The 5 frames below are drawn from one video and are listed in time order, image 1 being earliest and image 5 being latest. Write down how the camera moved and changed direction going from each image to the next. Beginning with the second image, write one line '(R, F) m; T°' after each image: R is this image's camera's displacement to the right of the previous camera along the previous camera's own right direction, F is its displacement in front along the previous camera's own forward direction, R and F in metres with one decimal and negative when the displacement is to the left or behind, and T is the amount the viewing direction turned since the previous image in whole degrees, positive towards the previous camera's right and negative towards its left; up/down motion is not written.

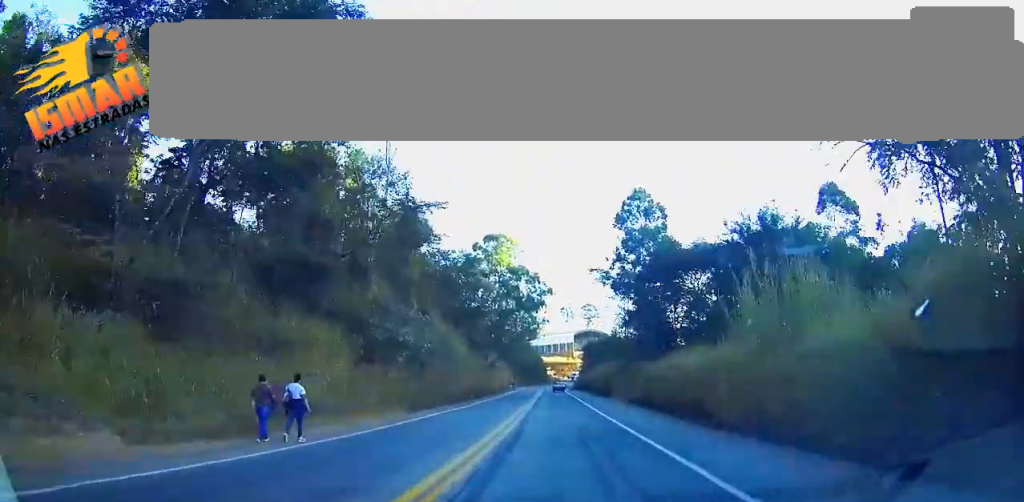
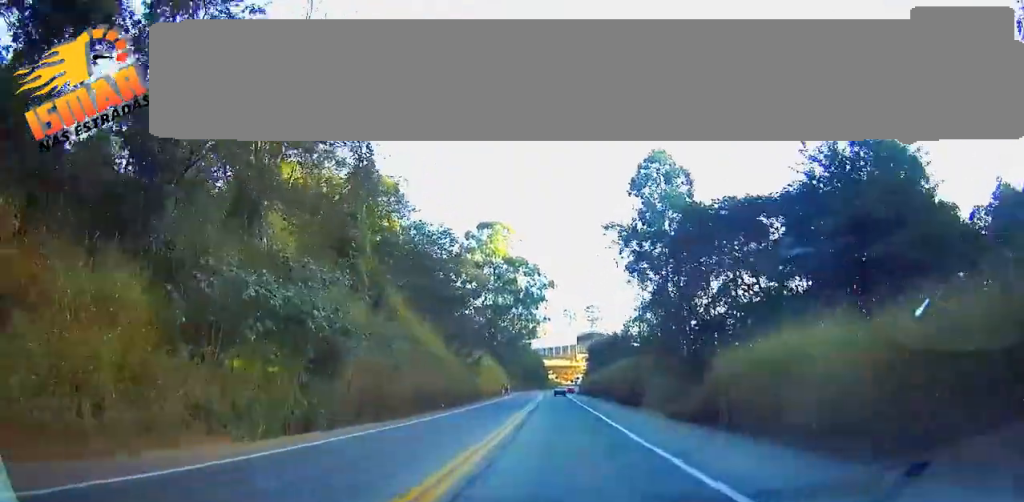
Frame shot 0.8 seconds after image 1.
(-0.2, +16.8) m; 0°
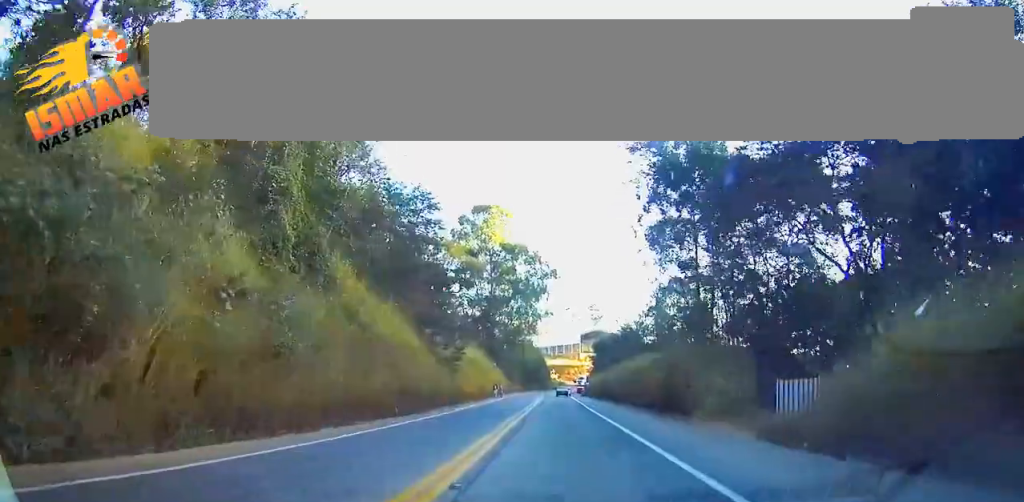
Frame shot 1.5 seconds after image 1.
(0.0, +14.0) m; 0°
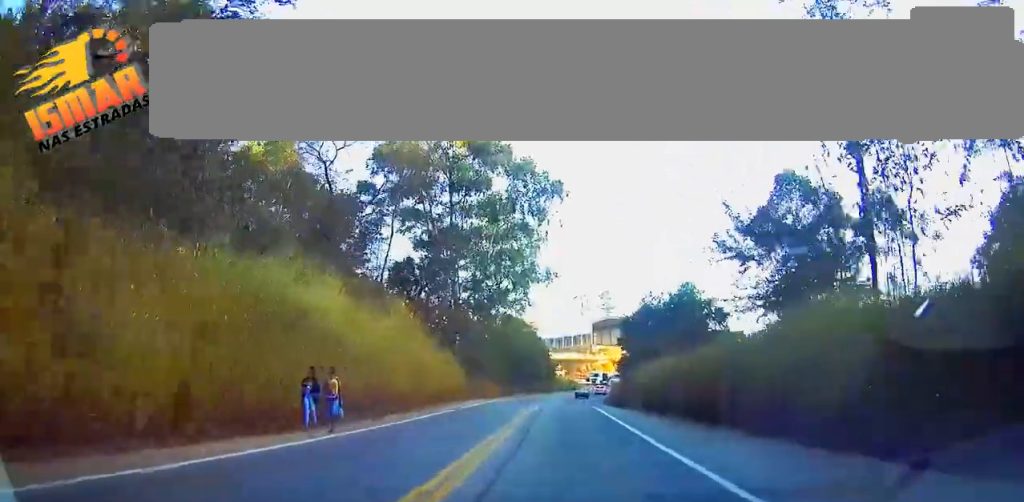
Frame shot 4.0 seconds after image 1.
(+0.1, +54.2) m; 0°
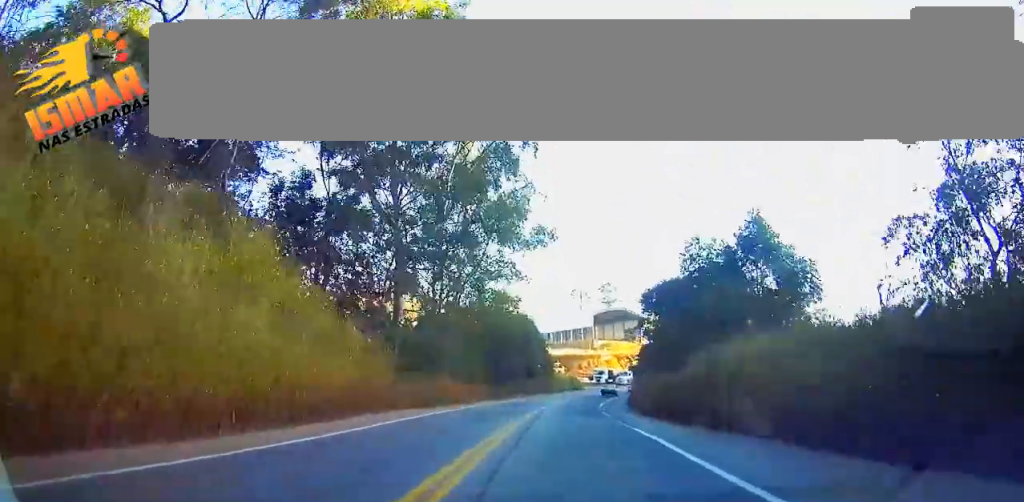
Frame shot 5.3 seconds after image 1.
(+0.1, +25.6) m; +1°
